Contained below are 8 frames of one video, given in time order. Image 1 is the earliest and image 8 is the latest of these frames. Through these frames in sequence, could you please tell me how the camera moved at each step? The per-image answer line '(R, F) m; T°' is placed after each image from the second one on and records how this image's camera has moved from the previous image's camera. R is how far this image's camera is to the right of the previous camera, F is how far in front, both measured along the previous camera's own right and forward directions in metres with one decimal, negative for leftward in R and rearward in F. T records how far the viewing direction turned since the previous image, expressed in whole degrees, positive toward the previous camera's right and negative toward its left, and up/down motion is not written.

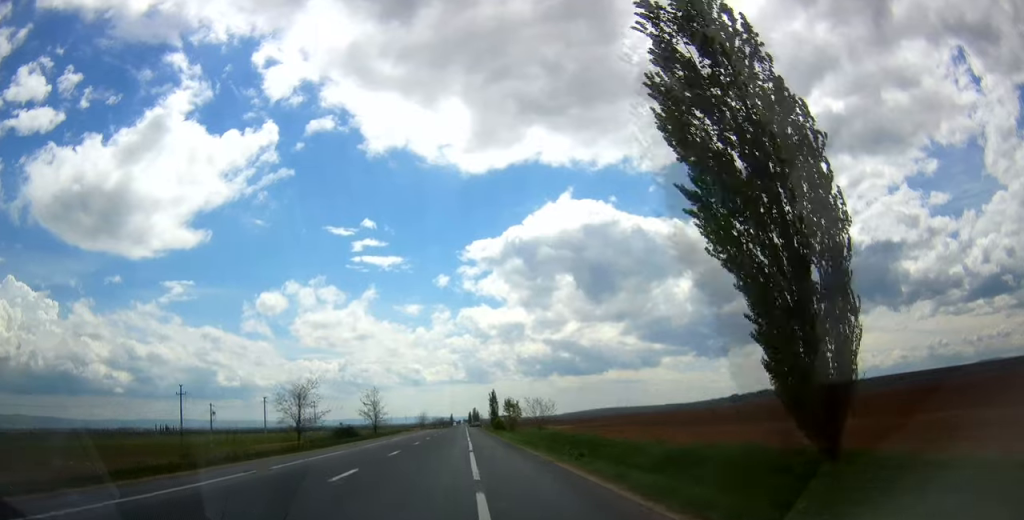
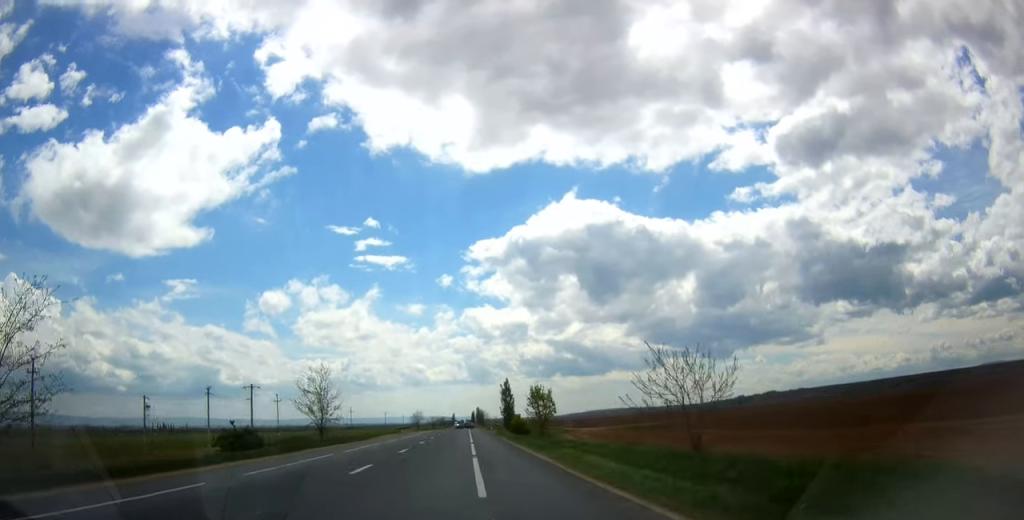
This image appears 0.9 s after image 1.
(-0.5, +33.2) m; -1°
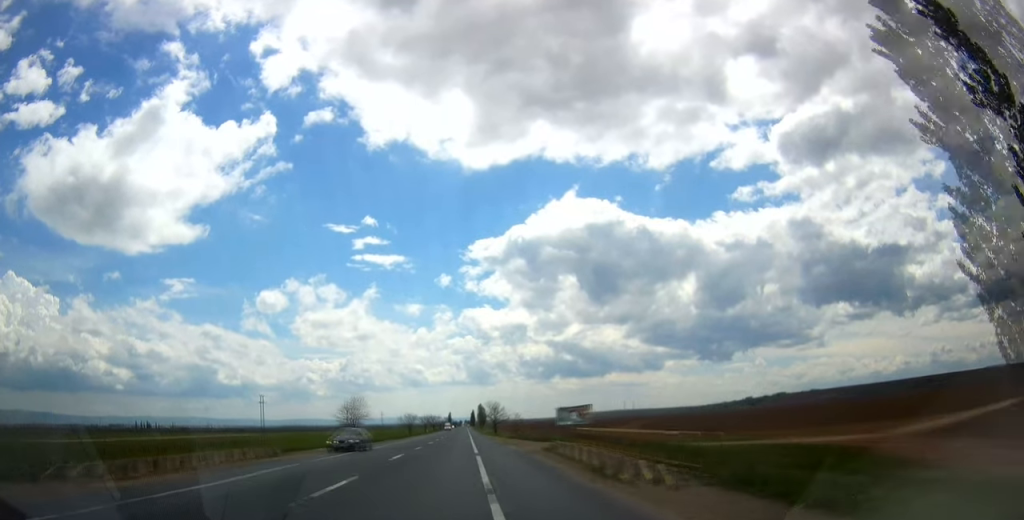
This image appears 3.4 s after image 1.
(+0.2, +86.8) m; 0°
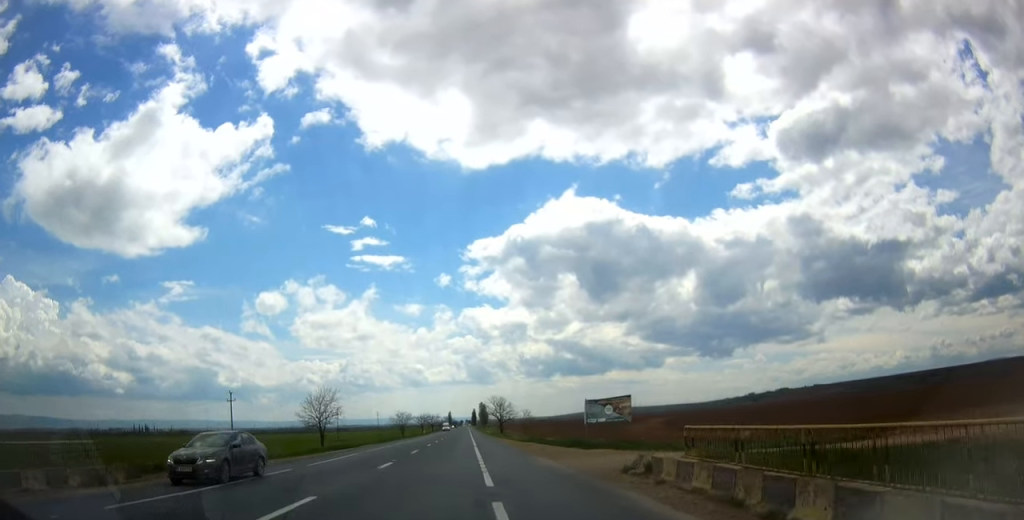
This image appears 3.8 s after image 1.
(0.0, +15.6) m; 0°
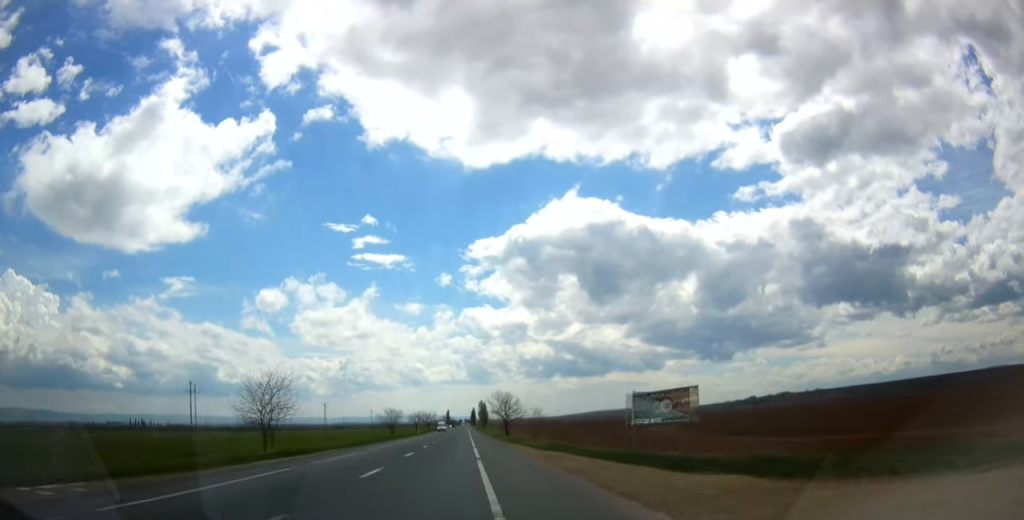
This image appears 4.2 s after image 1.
(0.0, +14.3) m; 0°
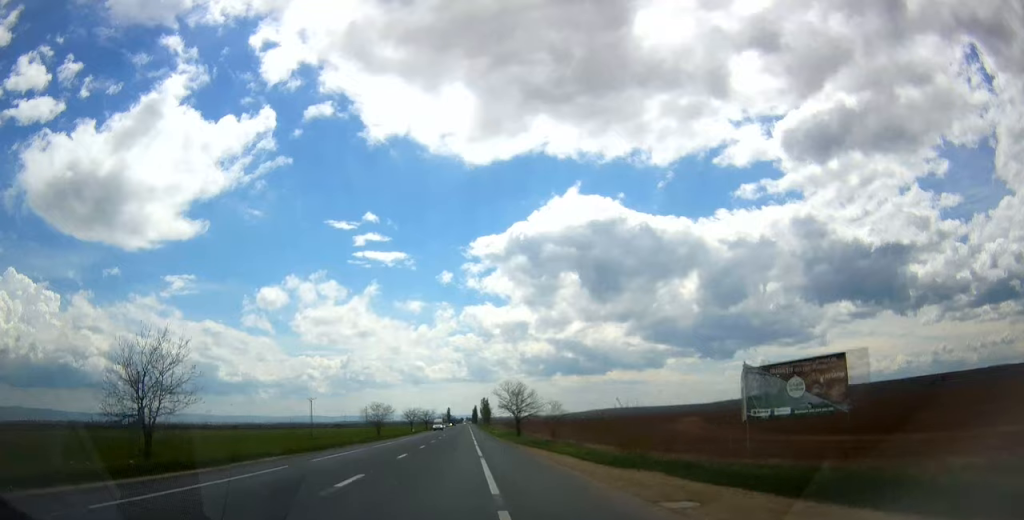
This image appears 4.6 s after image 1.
(0.0, +15.8) m; 0°
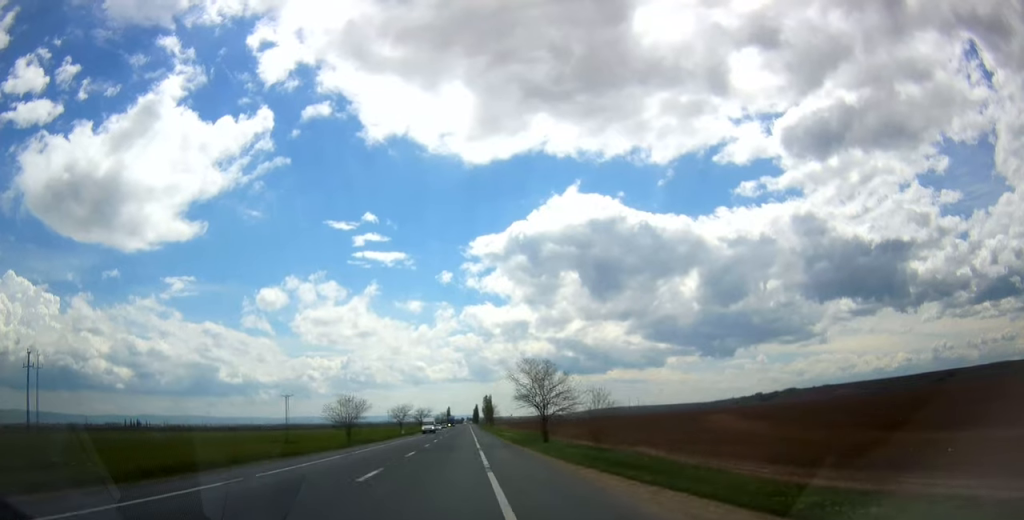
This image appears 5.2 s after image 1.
(0.0, +20.1) m; 0°
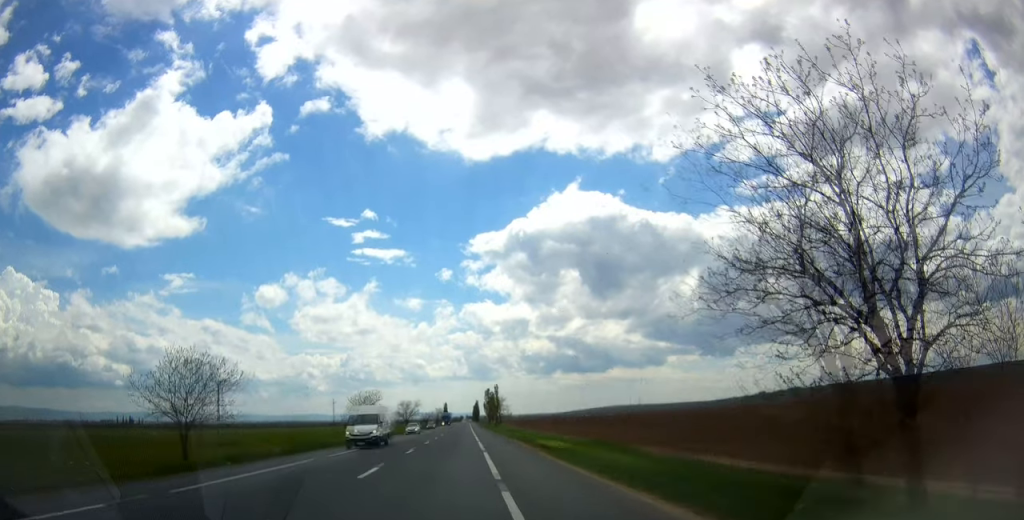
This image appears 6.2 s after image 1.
(+0.1, +34.8) m; 0°
